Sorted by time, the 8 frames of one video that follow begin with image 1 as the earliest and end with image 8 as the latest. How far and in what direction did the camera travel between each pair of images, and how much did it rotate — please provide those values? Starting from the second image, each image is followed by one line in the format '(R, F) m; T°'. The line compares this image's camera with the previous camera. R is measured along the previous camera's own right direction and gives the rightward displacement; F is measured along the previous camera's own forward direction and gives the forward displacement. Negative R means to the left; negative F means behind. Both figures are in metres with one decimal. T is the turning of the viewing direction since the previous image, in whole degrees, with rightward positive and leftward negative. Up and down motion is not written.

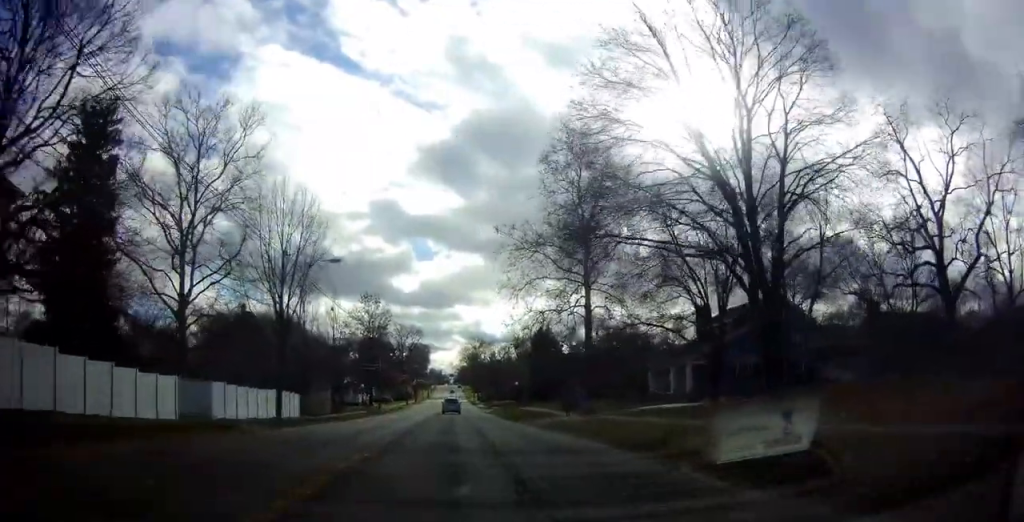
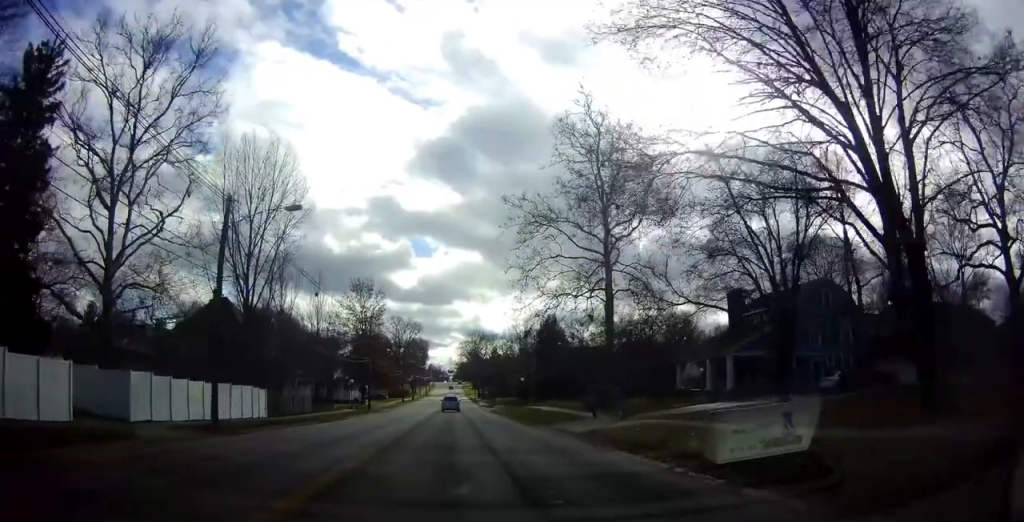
(0.0, +8.8) m; 0°
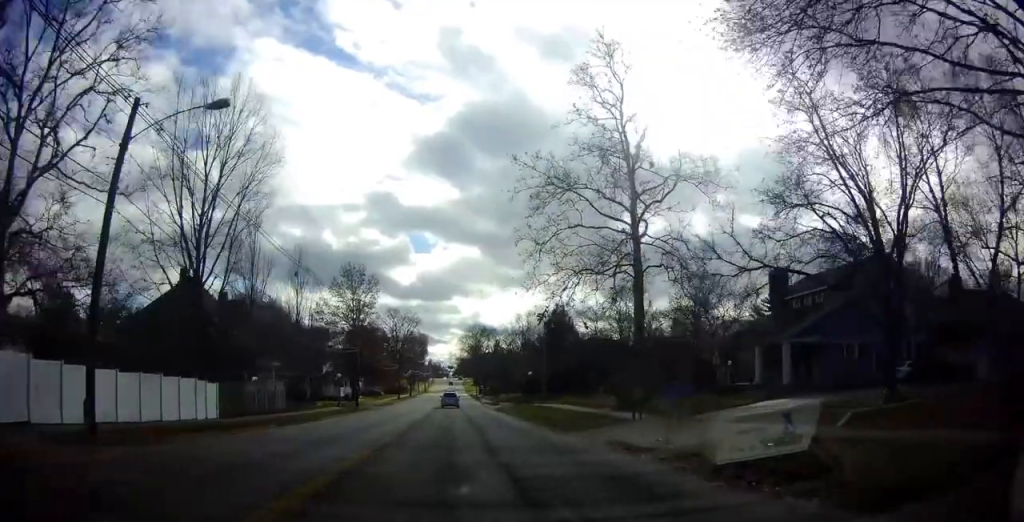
(0.0, +8.7) m; 0°
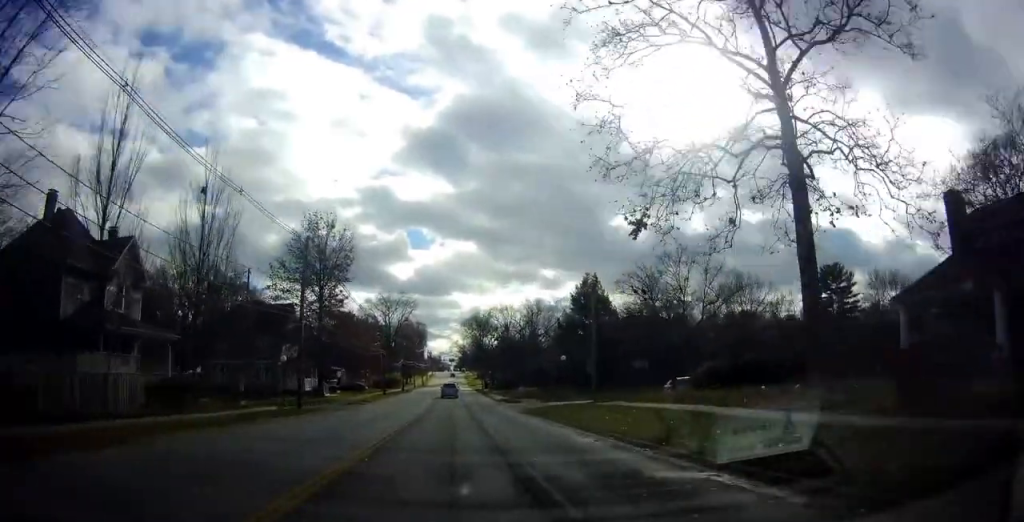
(0.0, +22.9) m; -1°
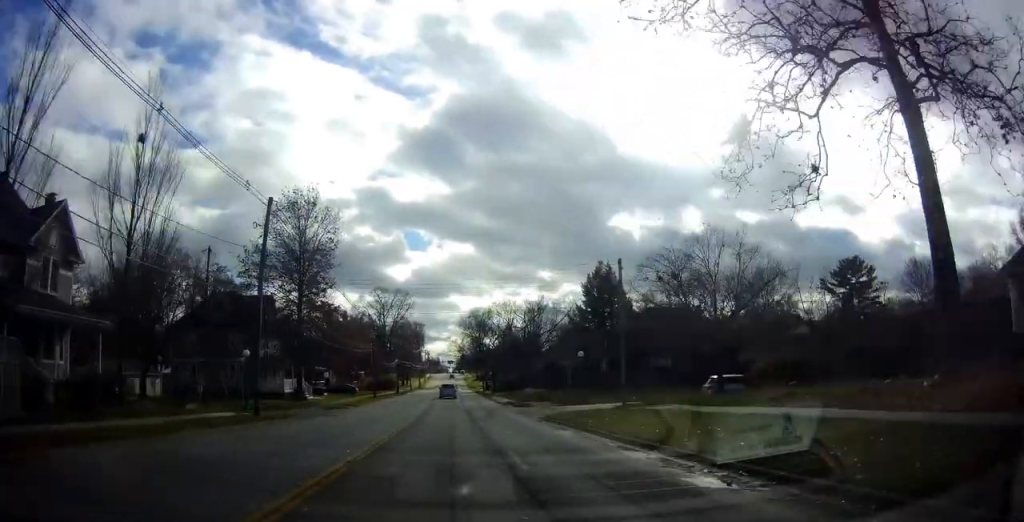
(+0.1, +8.3) m; -1°
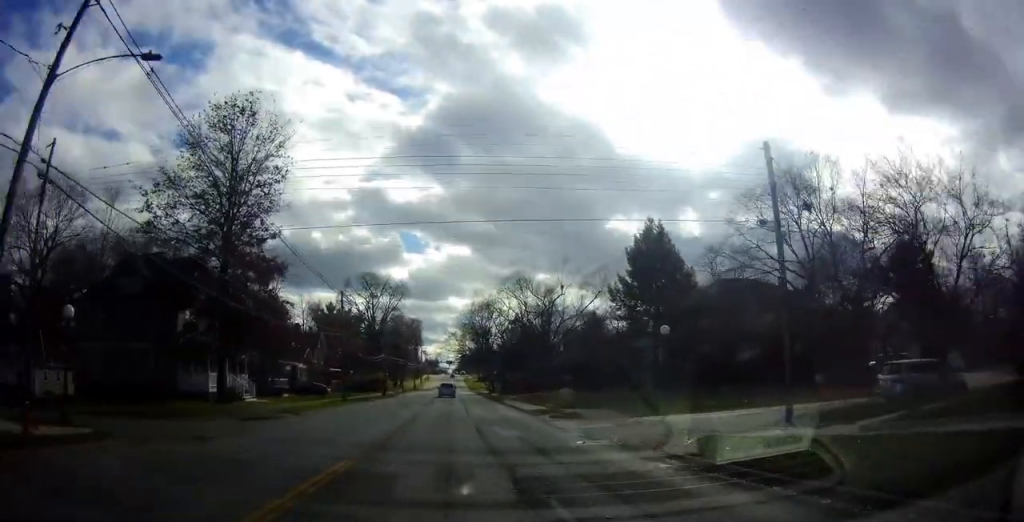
(-0.8, +17.5) m; -1°
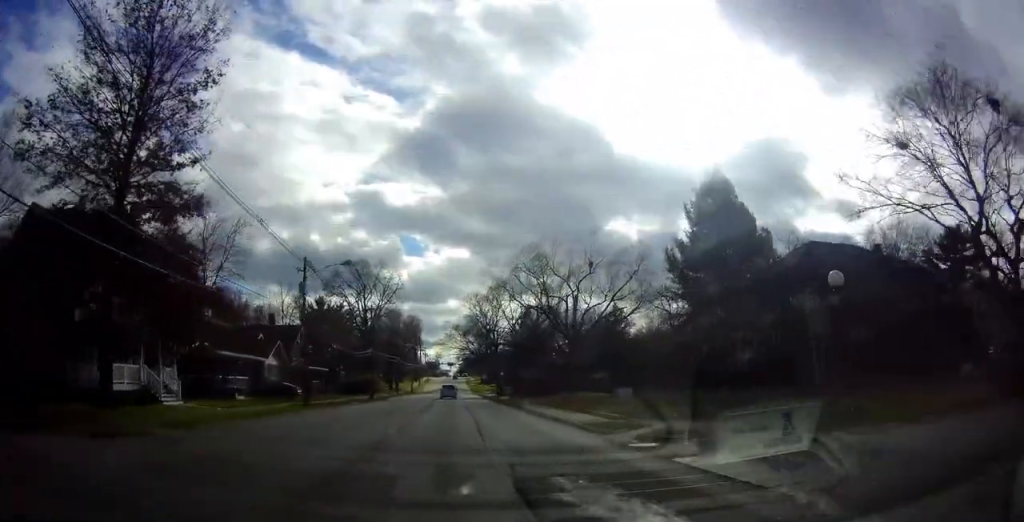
(+0.6, +13.4) m; +2°
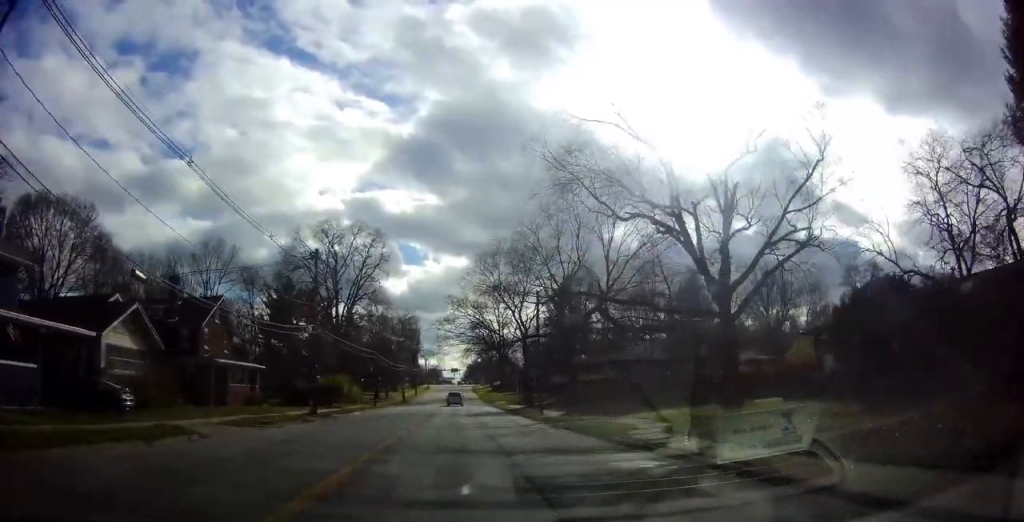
(+0.3, +29.8) m; -1°
